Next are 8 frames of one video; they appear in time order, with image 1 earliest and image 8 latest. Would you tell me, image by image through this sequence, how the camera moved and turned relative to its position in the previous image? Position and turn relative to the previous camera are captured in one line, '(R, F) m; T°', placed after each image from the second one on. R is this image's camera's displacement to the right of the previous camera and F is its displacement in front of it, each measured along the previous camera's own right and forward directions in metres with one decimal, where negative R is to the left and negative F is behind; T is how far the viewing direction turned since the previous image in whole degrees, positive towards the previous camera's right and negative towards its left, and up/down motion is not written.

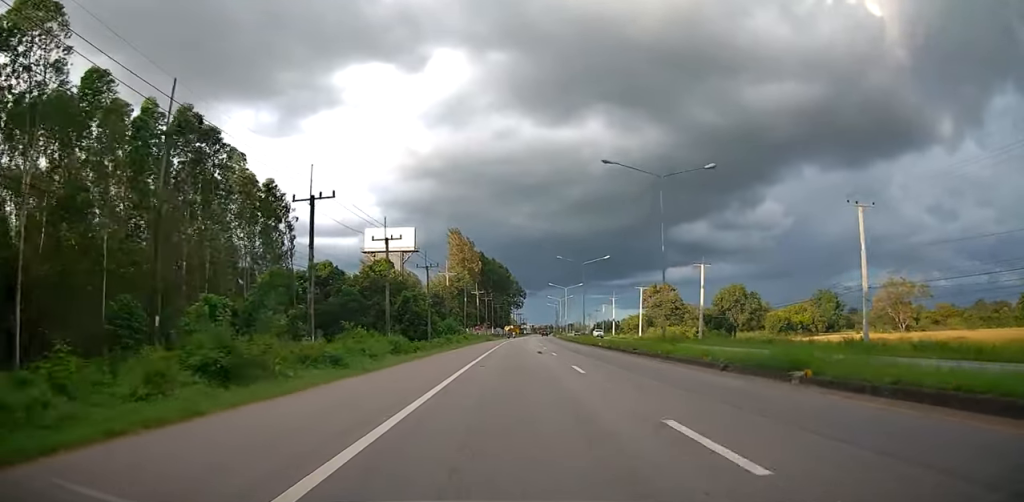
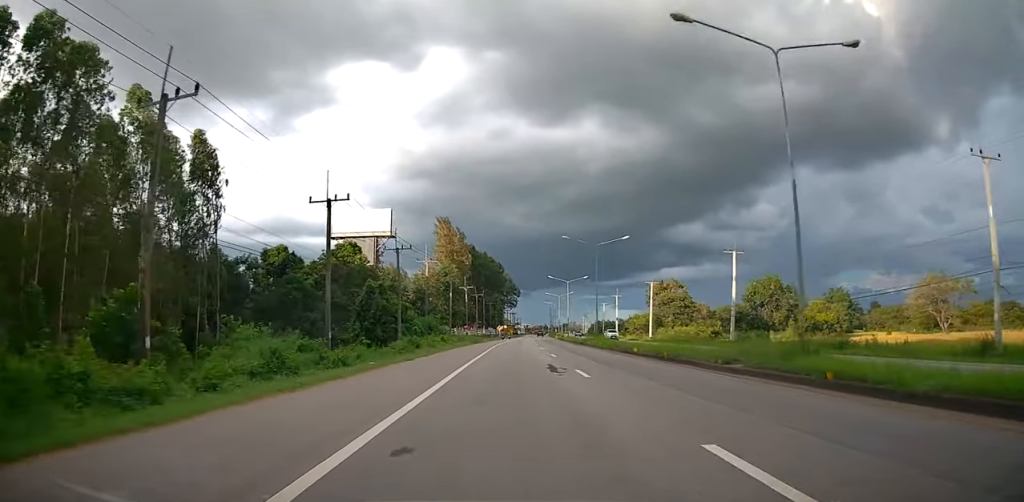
(0.0, +13.9) m; 0°
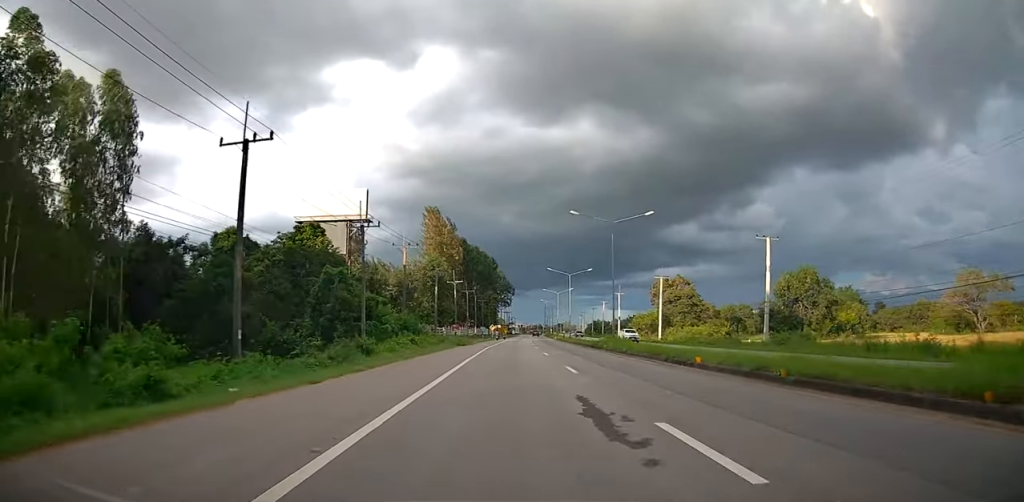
(0.0, +10.6) m; 0°
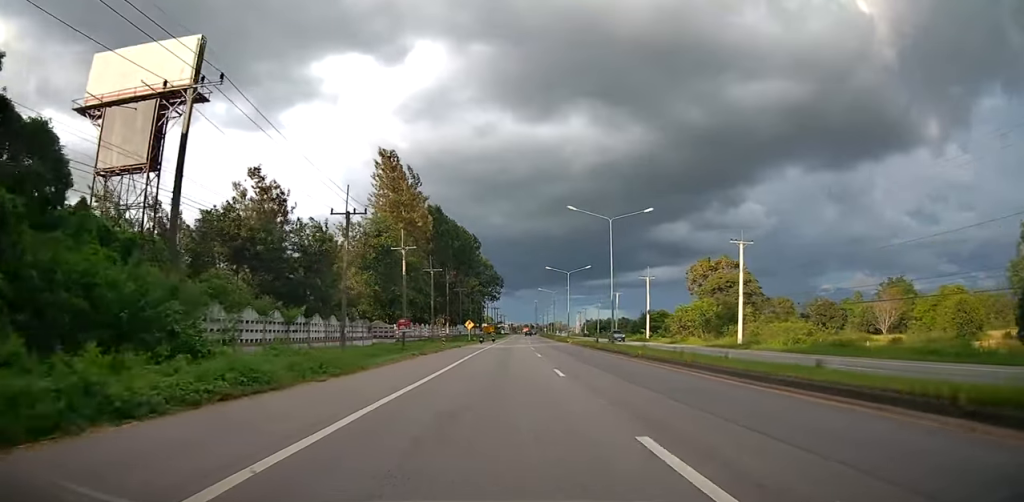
(+0.9, +37.5) m; +2°
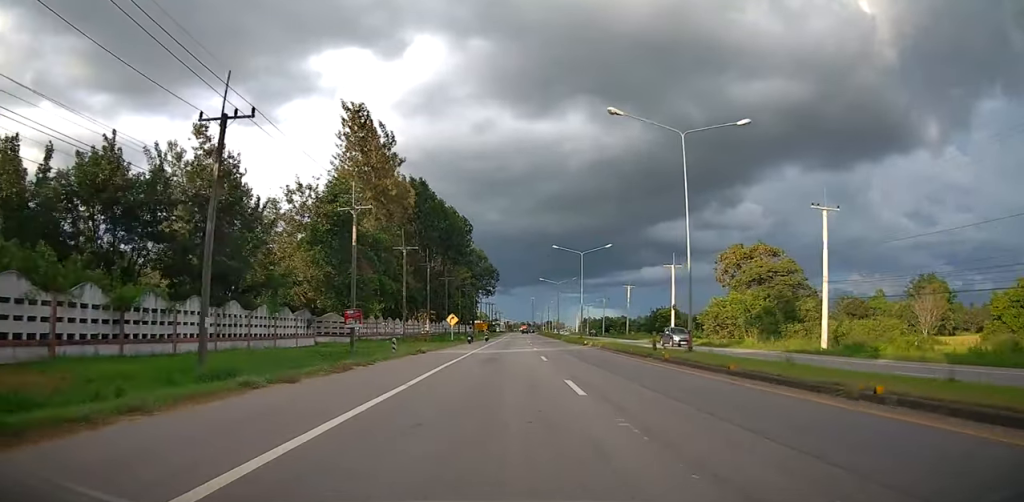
(+0.1, +17.3) m; 0°
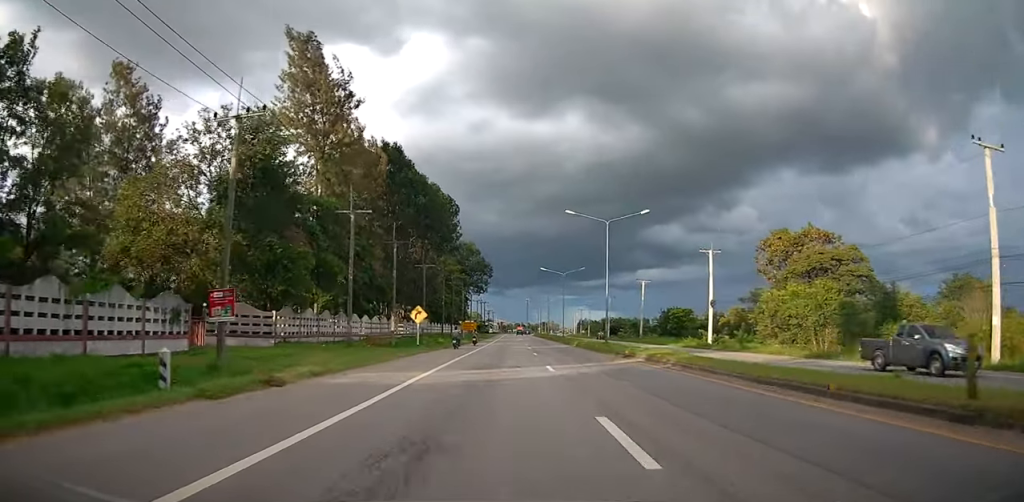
(-0.4, +17.6) m; 0°
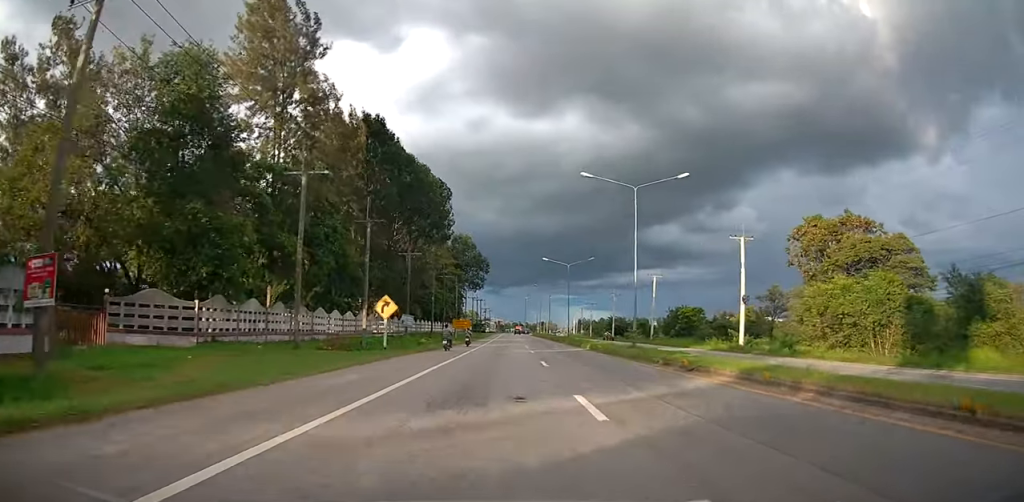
(+0.3, +9.5) m; +1°
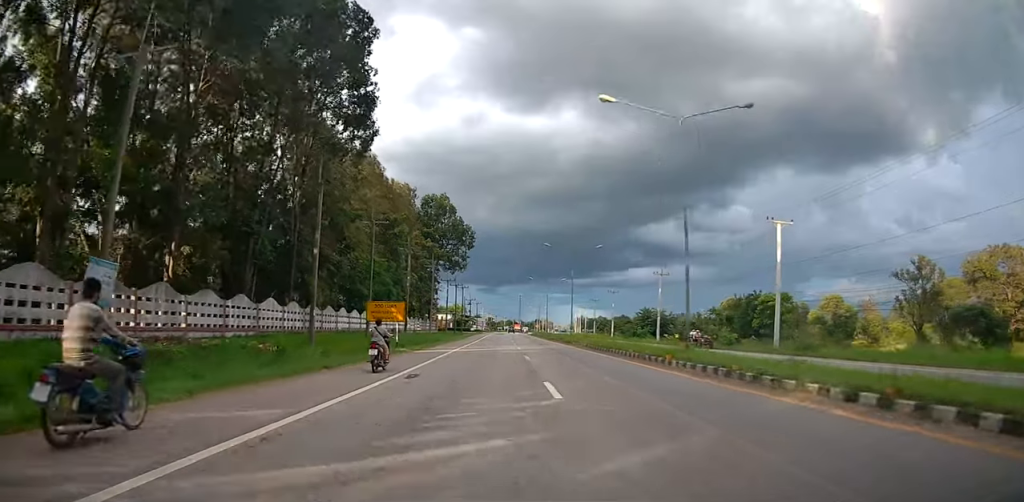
(+0.8, +46.0) m; 0°
